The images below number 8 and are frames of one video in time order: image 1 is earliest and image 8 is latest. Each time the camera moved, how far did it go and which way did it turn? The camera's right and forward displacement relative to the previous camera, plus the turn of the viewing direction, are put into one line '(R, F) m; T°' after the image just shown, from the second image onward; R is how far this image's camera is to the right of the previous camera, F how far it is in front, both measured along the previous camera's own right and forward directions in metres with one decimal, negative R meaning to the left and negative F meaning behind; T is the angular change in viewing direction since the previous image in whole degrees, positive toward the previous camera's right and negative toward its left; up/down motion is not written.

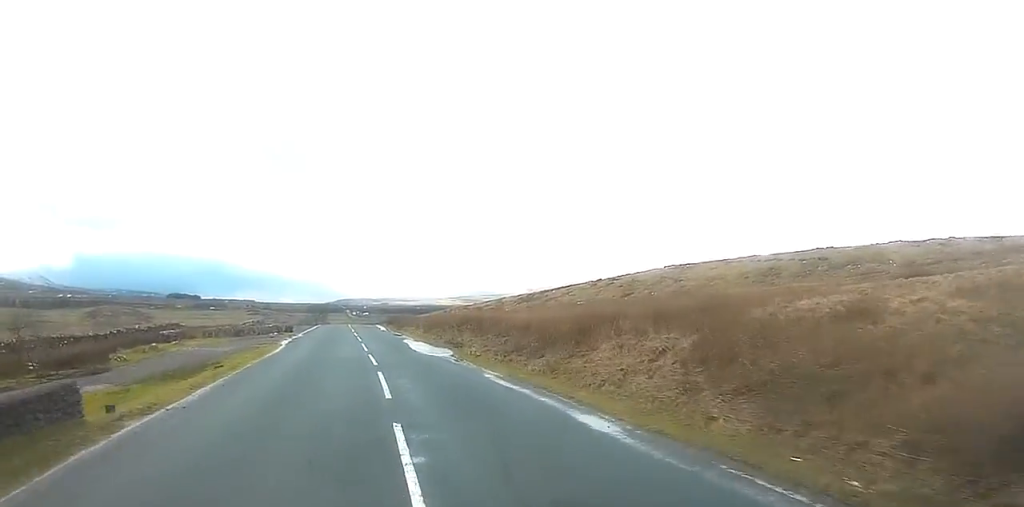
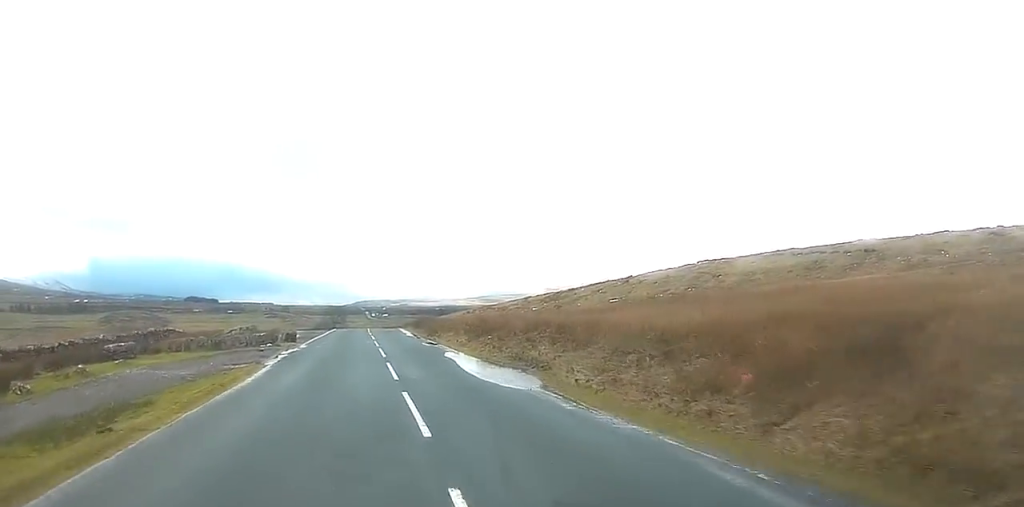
(0.0, +12.8) m; -2°
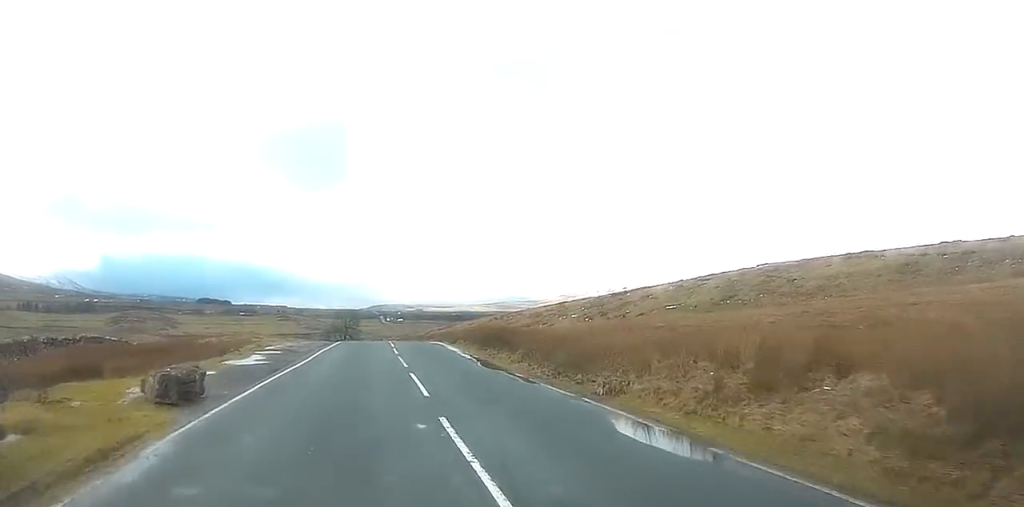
(-1.2, +31.3) m; -3°
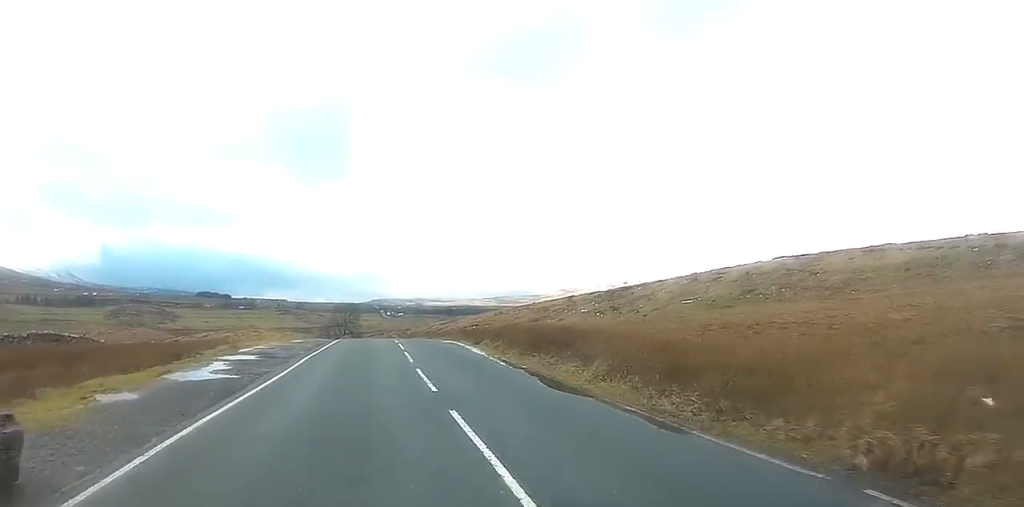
(+0.1, +9.5) m; 0°
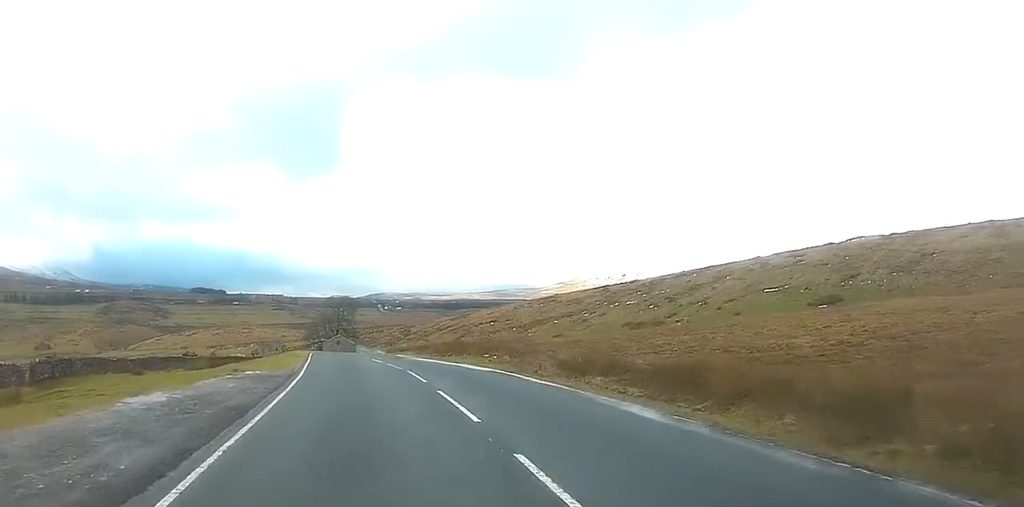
(+0.1, +39.3) m; 0°
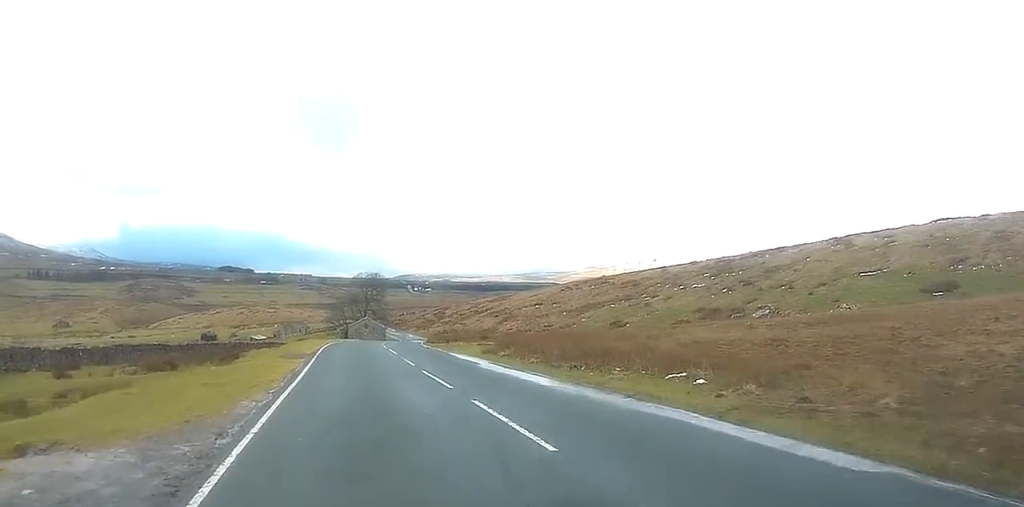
(0.0, +21.1) m; 0°
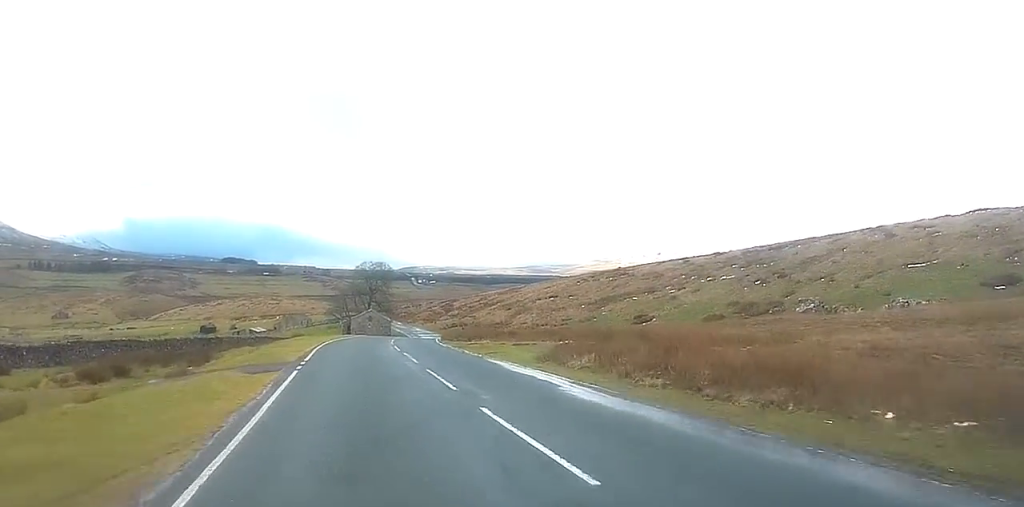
(0.0, +11.0) m; 0°
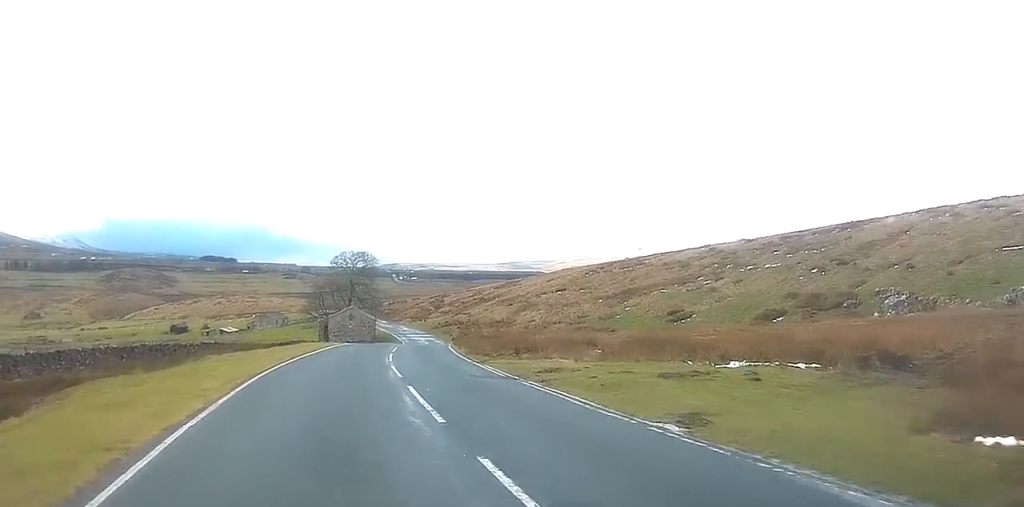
(-0.2, +22.6) m; 0°
